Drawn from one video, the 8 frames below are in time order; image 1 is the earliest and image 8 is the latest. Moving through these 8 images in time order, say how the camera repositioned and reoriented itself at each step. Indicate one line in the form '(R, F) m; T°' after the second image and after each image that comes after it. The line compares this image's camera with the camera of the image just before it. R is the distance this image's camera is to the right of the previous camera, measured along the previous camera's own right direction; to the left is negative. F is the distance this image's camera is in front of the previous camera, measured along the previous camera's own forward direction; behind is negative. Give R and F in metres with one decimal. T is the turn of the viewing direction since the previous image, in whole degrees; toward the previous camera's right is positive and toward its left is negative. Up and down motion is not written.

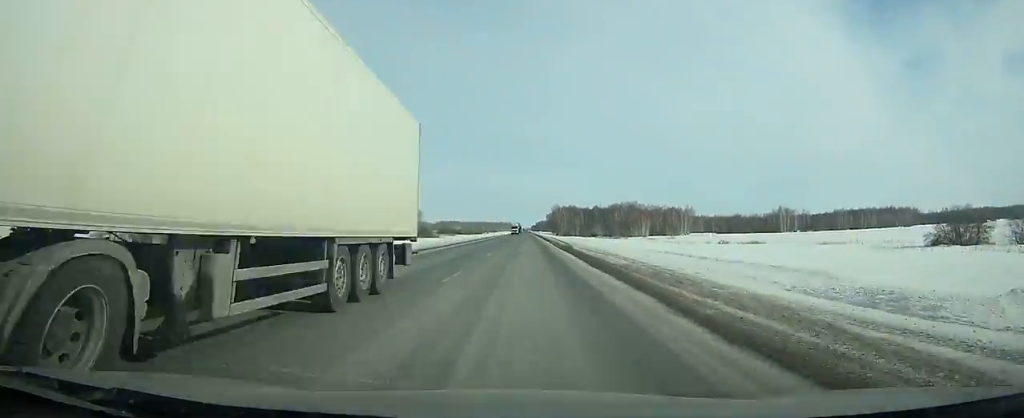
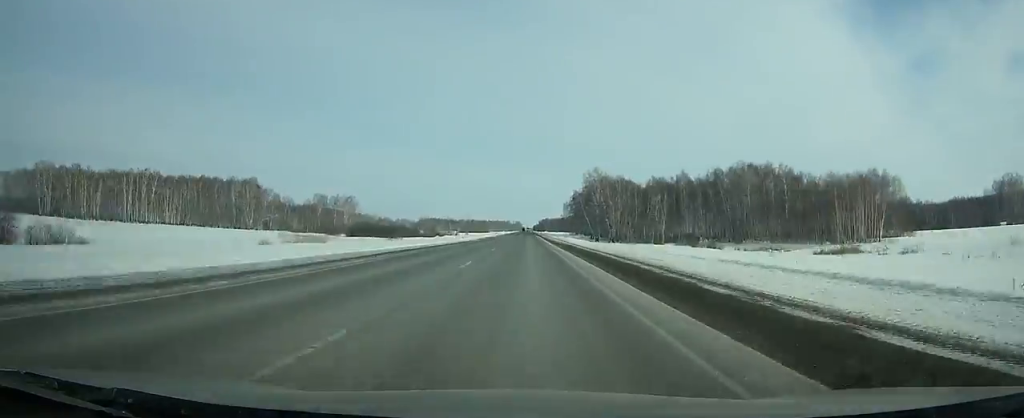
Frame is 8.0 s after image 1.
(-0.7, +219.1) m; -1°
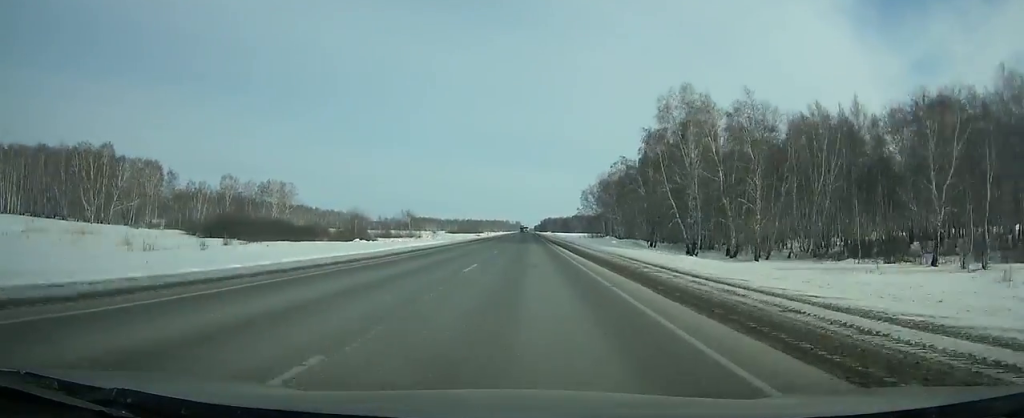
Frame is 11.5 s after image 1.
(0.0, +97.8) m; 0°
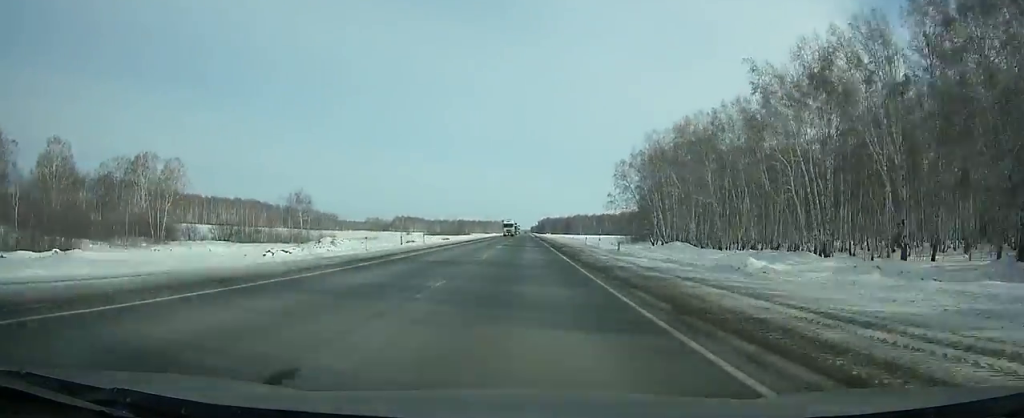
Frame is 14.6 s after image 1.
(0.0, +87.1) m; 0°
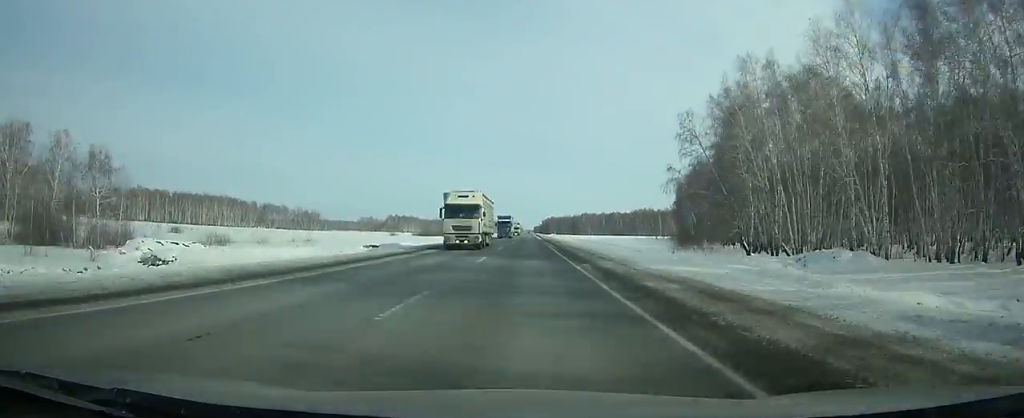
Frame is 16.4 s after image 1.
(0.0, +50.8) m; 0°
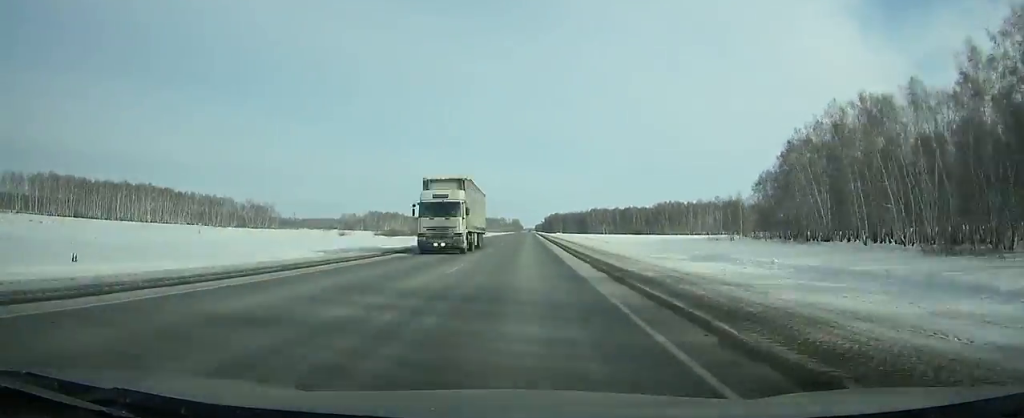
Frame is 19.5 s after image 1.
(+0.2, +87.8) m; 0°
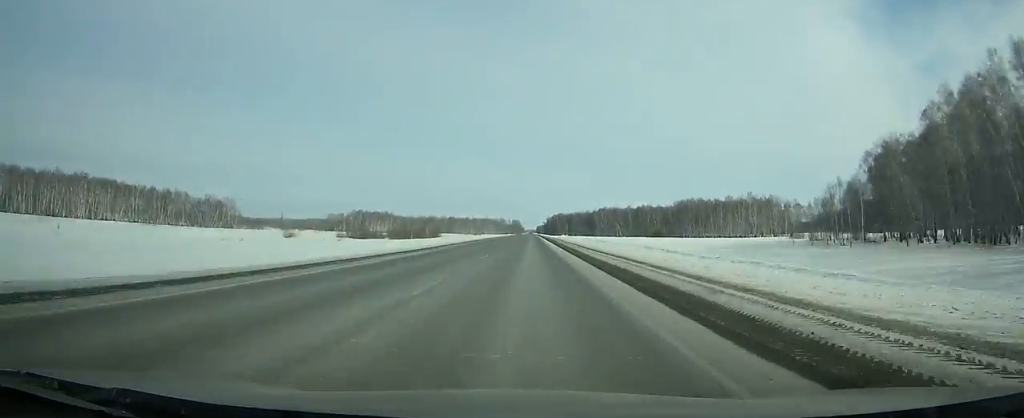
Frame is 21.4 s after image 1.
(-0.2, +54.1) m; 0°
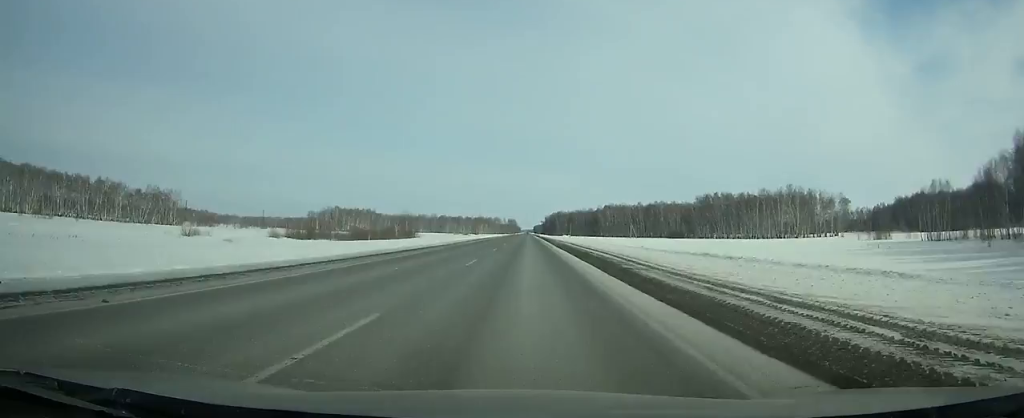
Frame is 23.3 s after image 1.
(-0.1, +54.3) m; 0°
